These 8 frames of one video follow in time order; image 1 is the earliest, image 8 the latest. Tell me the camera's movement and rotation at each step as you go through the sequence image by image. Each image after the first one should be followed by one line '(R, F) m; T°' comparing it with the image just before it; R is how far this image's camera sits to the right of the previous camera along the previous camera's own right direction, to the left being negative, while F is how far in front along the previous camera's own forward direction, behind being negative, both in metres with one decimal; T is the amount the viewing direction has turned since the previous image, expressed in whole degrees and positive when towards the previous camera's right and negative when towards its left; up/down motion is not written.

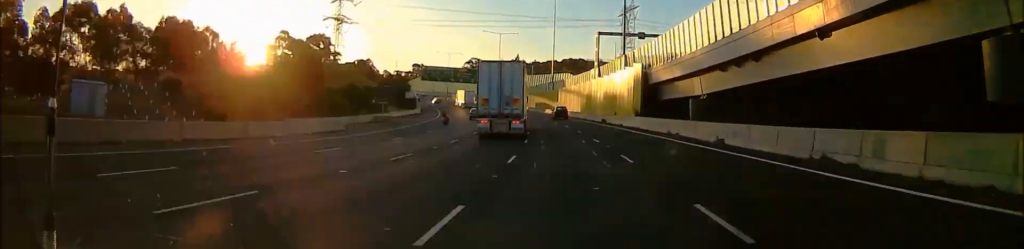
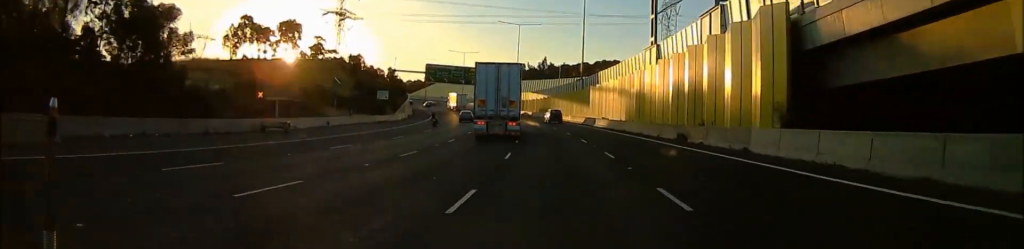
(-0.7, +33.8) m; -4°
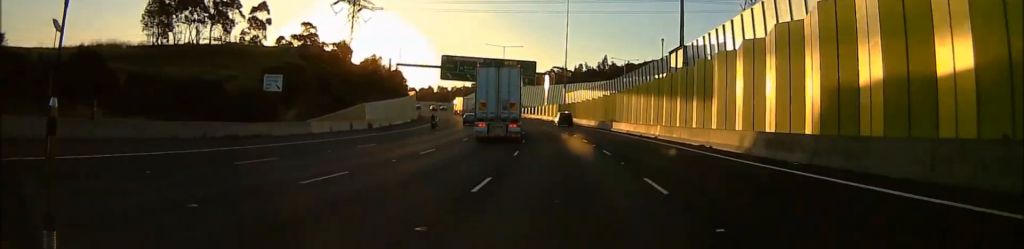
(-2.7, +45.0) m; -4°
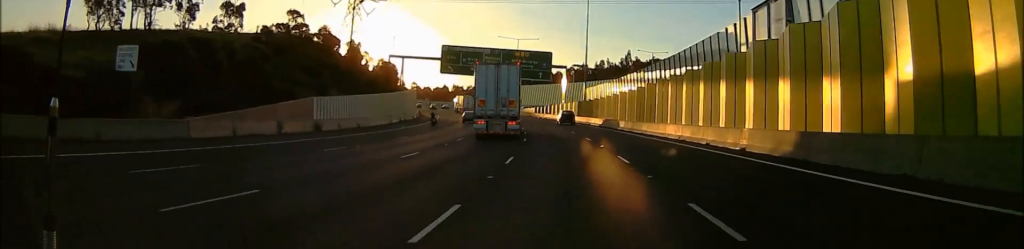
(0.0, +17.1) m; 0°
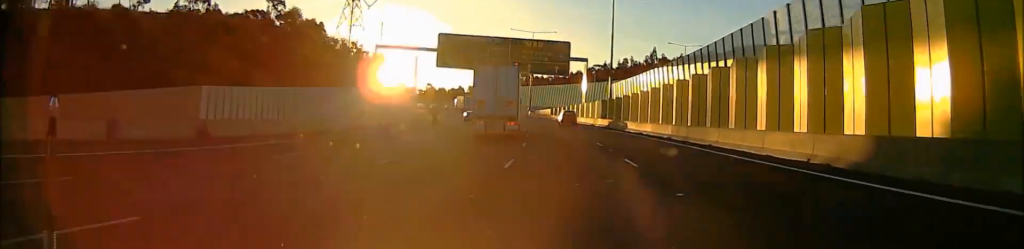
(0.0, +16.2) m; -1°
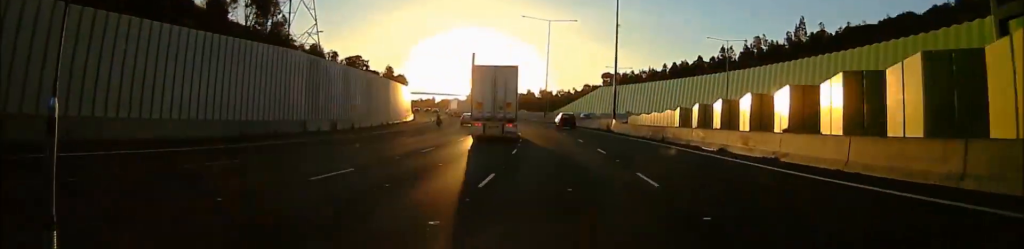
(-5.1, +77.3) m; -10°
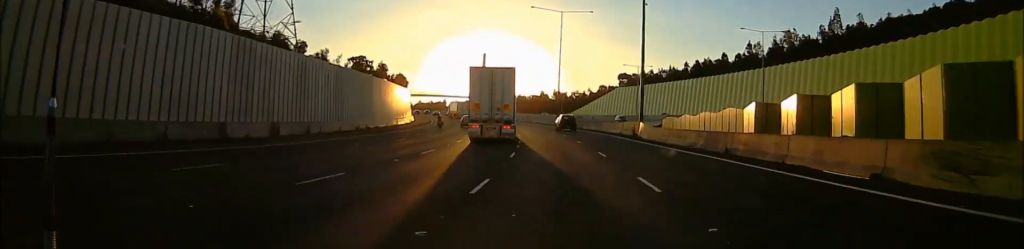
(-0.7, +13.6) m; -2°
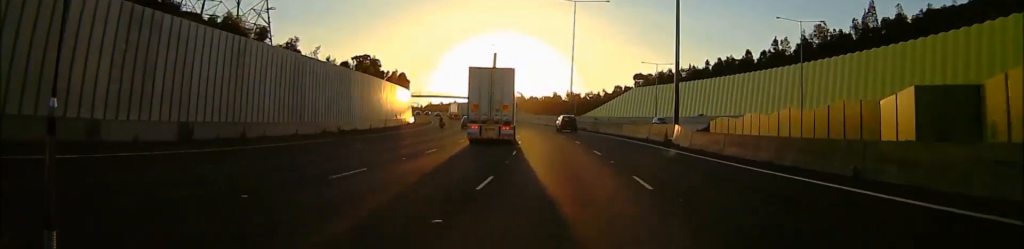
(+0.2, +10.9) m; -1°
